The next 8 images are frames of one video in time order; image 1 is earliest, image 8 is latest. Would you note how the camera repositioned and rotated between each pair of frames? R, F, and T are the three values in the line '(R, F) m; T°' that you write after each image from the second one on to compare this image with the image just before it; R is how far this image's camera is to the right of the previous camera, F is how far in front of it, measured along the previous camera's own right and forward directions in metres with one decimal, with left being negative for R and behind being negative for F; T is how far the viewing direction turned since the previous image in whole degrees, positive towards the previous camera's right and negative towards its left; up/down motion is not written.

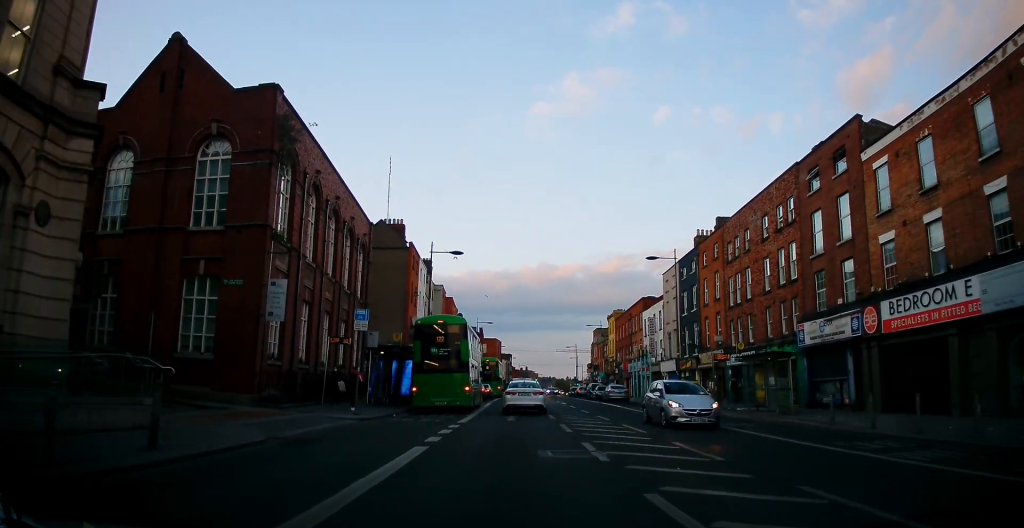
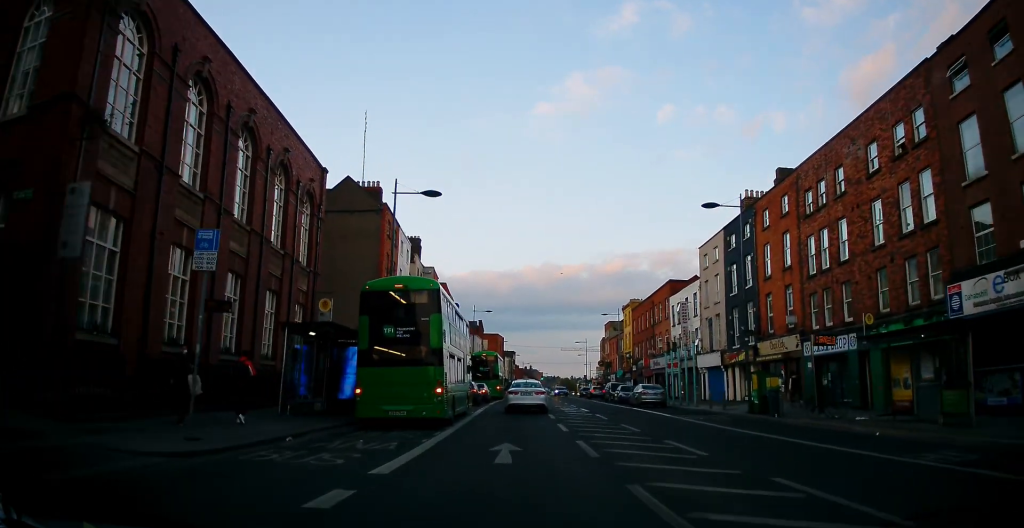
(-0.4, +11.2) m; -4°
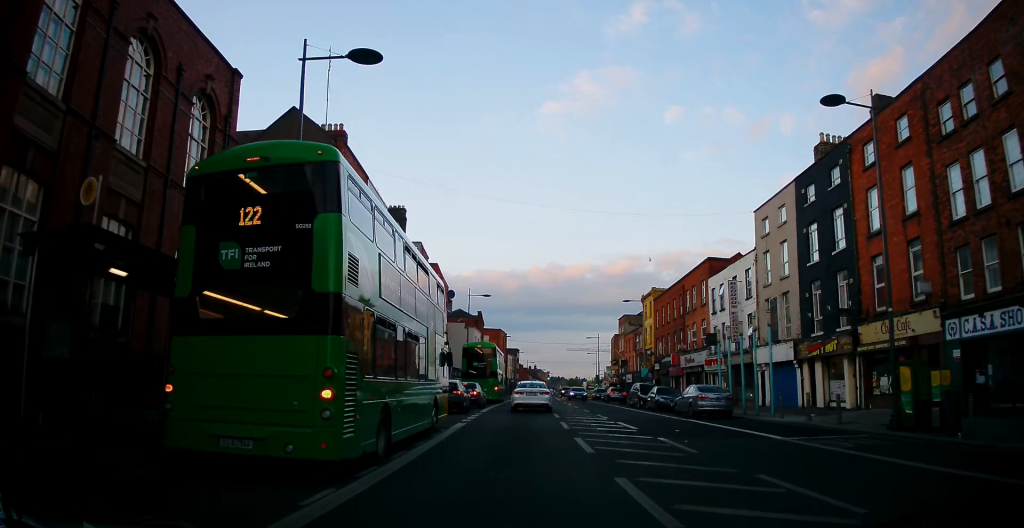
(+0.3, +10.8) m; +3°
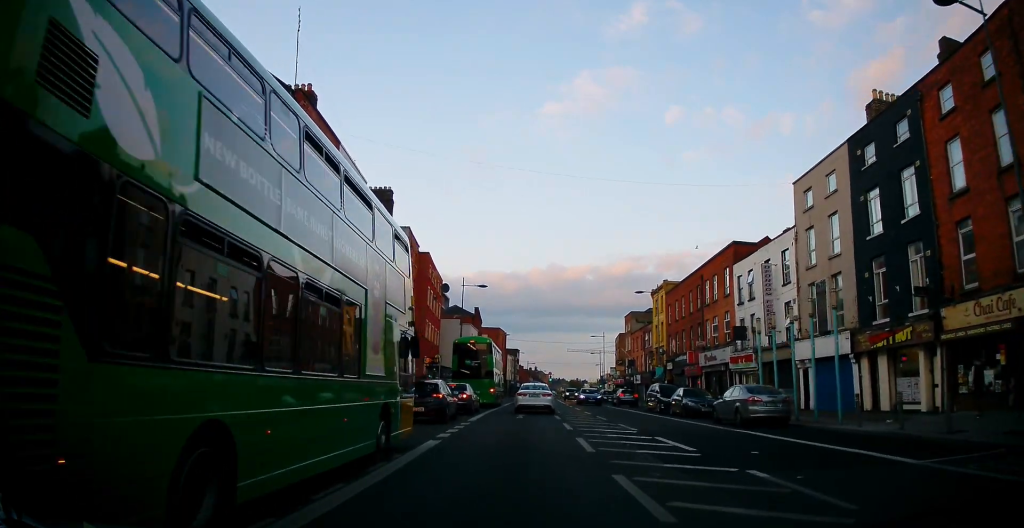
(0.0, +5.7) m; -1°
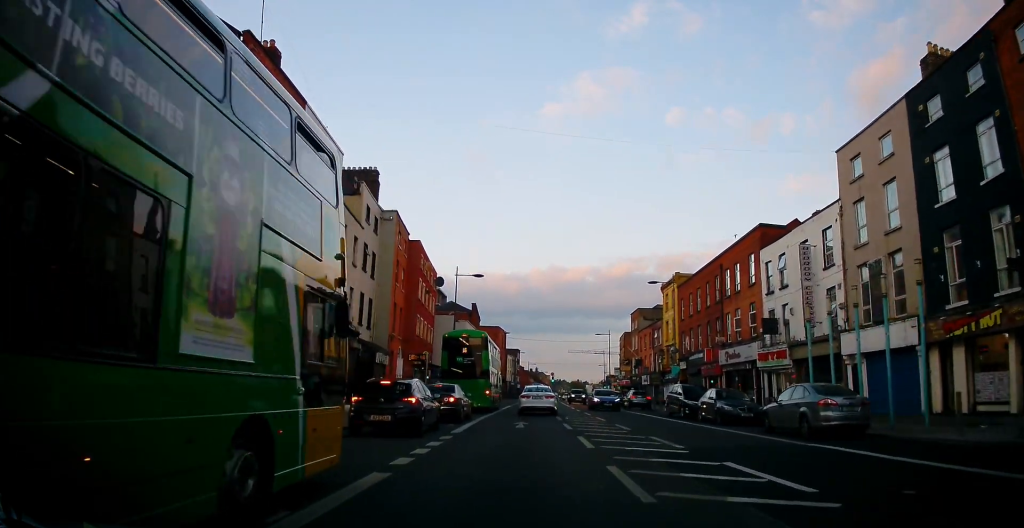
(-0.1, +4.6) m; -2°
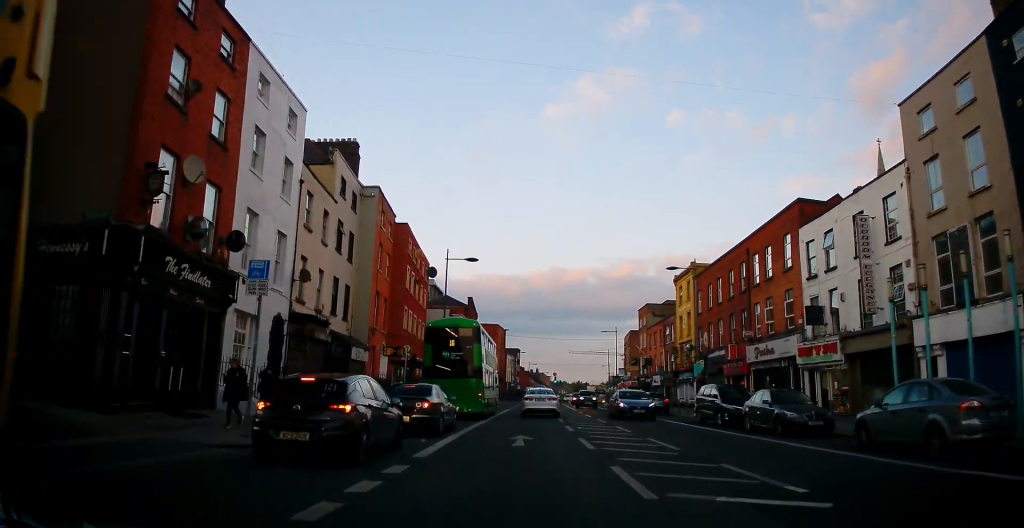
(-0.1, +5.3) m; 0°
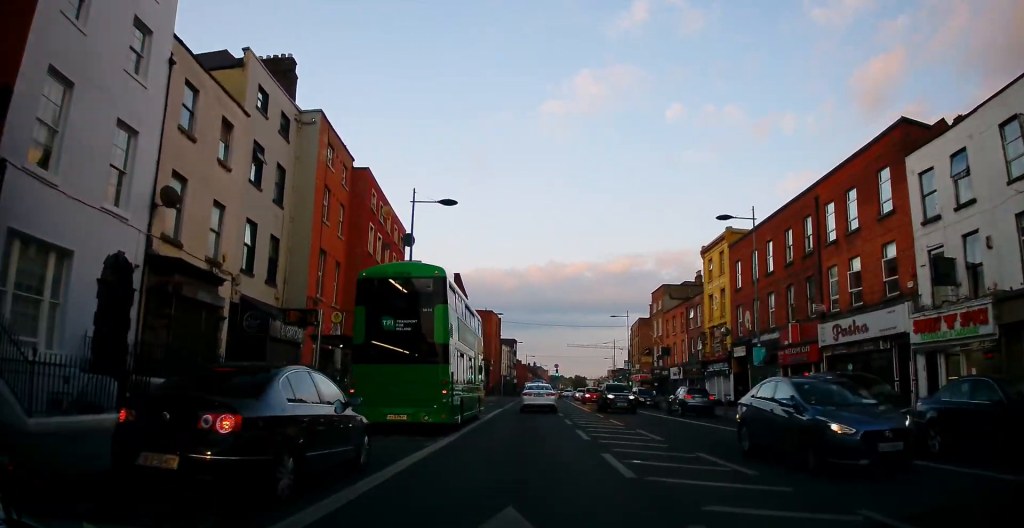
(0.0, +9.8) m; +1°
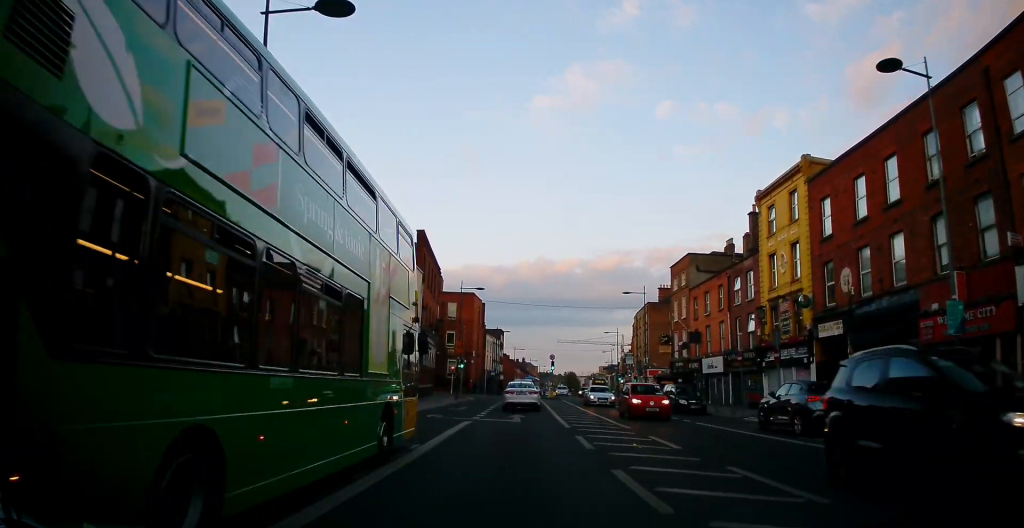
(+0.2, +14.0) m; +1°
